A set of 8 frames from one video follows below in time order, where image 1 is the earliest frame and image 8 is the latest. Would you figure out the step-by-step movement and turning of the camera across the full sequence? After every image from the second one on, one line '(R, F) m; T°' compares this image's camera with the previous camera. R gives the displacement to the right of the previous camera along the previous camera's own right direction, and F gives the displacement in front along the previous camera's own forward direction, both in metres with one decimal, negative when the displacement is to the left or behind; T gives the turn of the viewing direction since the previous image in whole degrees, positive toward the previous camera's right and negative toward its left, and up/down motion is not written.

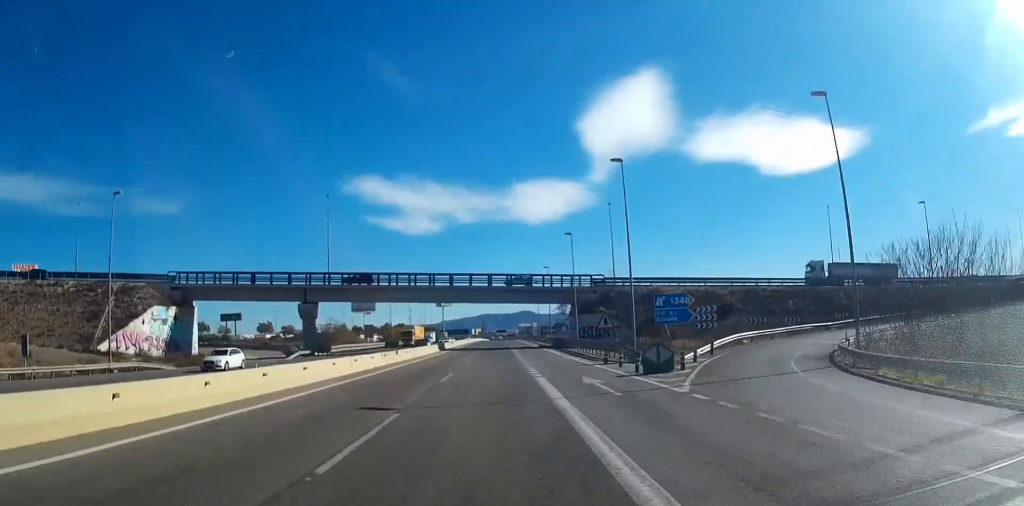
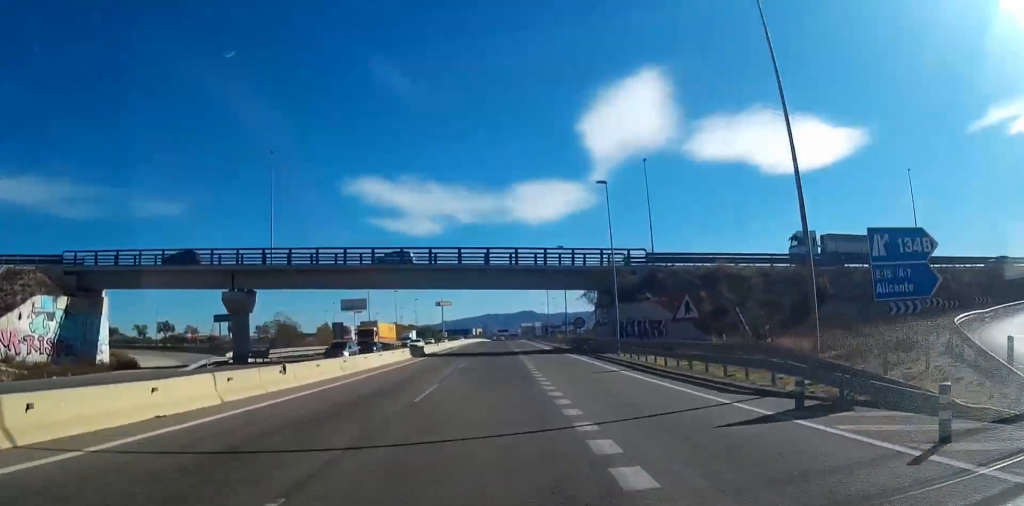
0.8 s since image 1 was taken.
(+0.1, +23.0) m; 0°
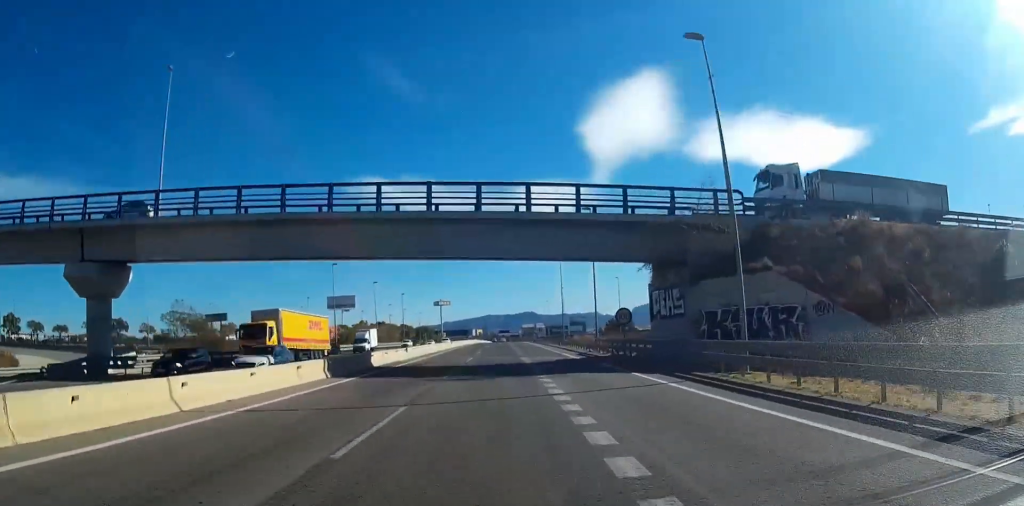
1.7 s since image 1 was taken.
(-0.1, +23.8) m; 0°
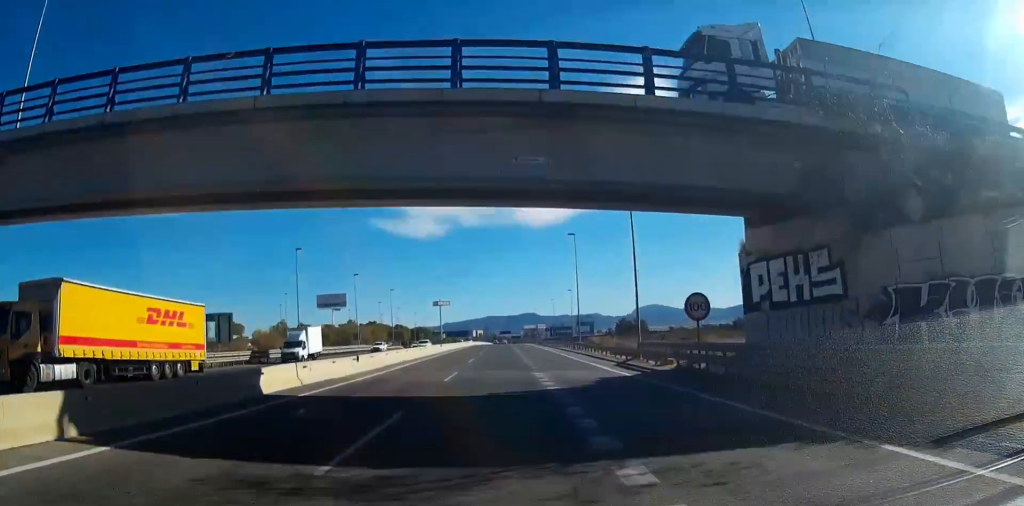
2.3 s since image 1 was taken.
(0.0, +16.3) m; 0°
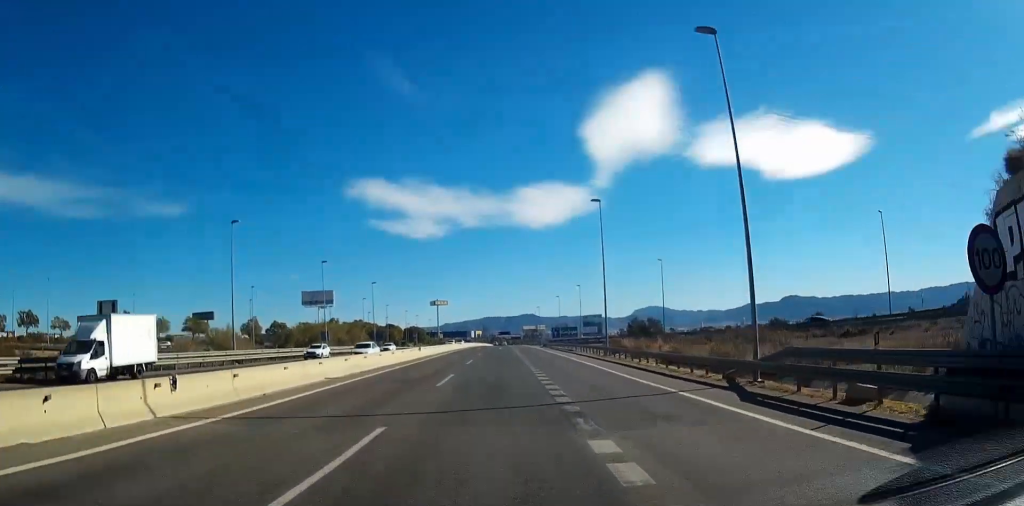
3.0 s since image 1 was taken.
(0.0, +18.0) m; 0°
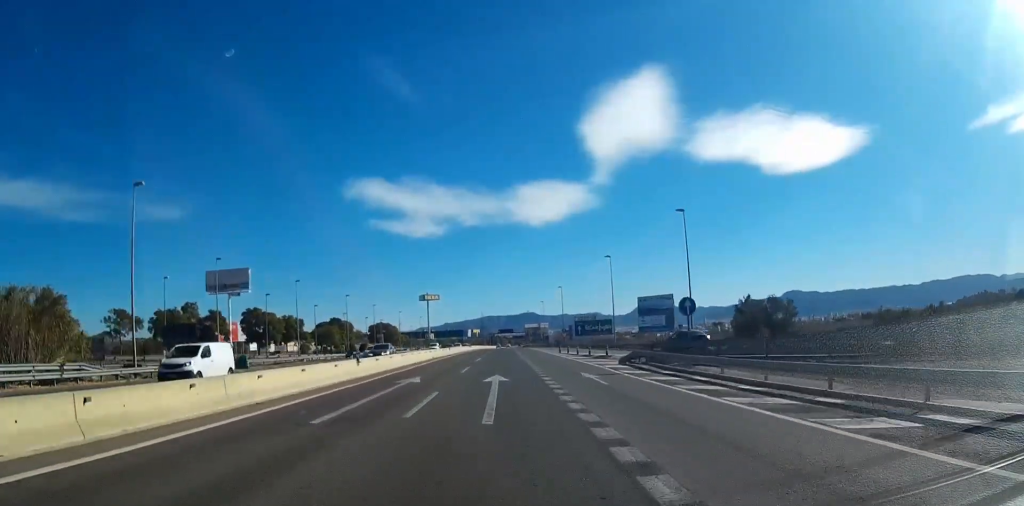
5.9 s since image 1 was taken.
(0.0, +76.2) m; 0°
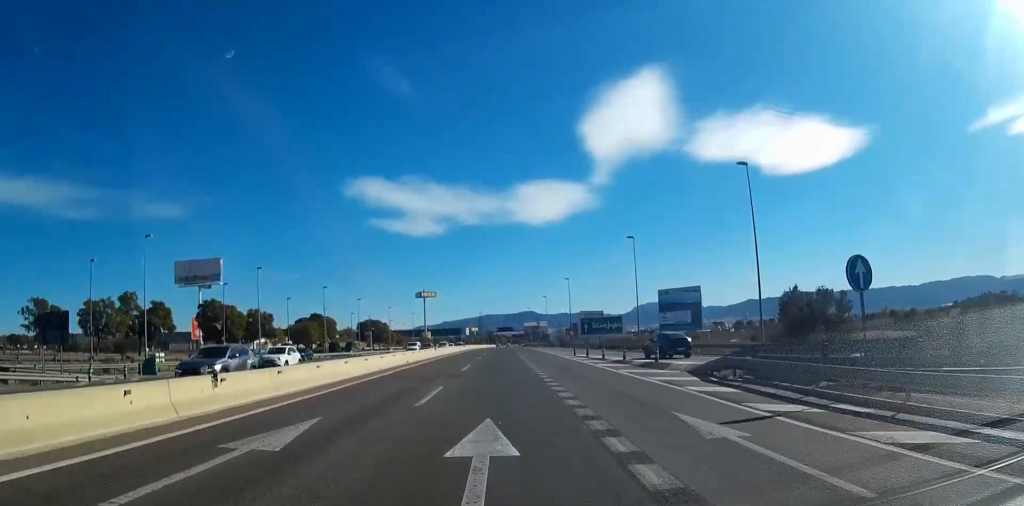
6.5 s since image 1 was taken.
(0.0, +15.4) m; 0°
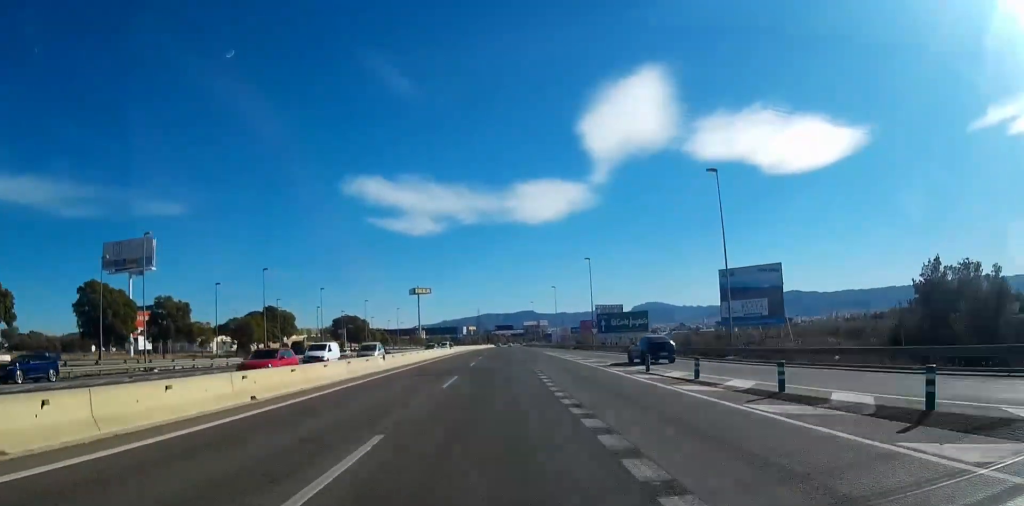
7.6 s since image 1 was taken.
(+0.1, +27.8) m; 0°
